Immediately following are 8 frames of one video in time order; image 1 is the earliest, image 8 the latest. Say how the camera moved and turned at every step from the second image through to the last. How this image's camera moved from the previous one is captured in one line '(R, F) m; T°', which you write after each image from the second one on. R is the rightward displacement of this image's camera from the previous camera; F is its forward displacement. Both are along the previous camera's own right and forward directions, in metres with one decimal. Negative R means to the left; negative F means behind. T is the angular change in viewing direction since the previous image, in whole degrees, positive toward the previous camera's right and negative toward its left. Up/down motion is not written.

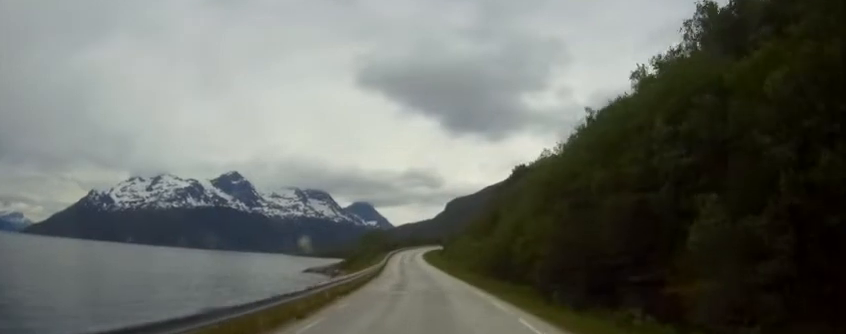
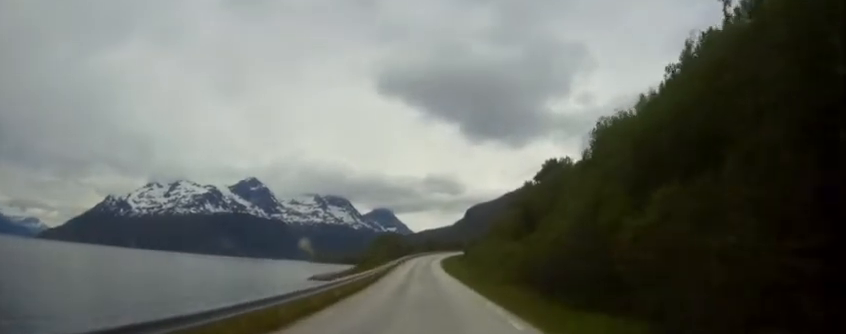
(-0.4, +21.1) m; -1°
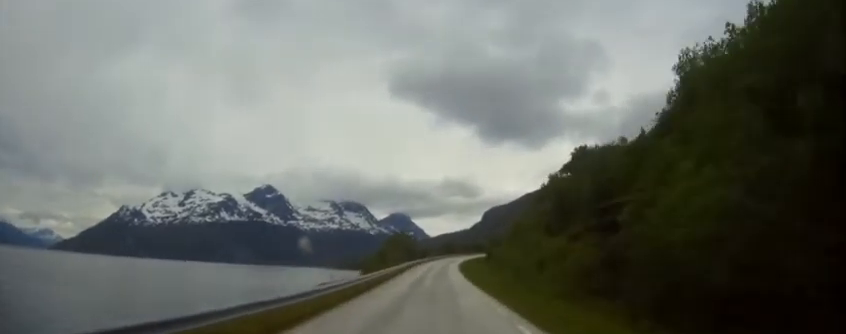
(-0.1, +19.8) m; -1°
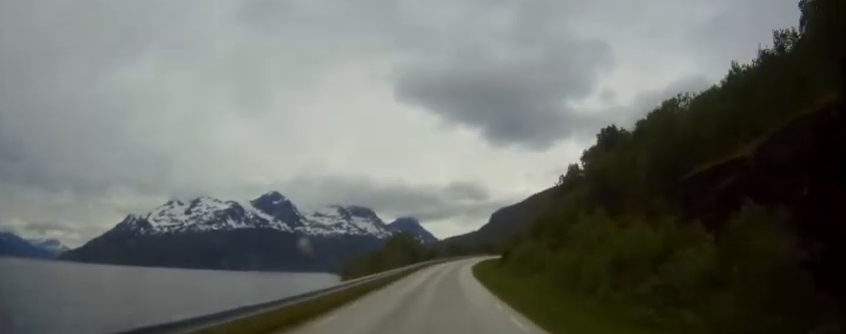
(-0.2, +21.1) m; -1°
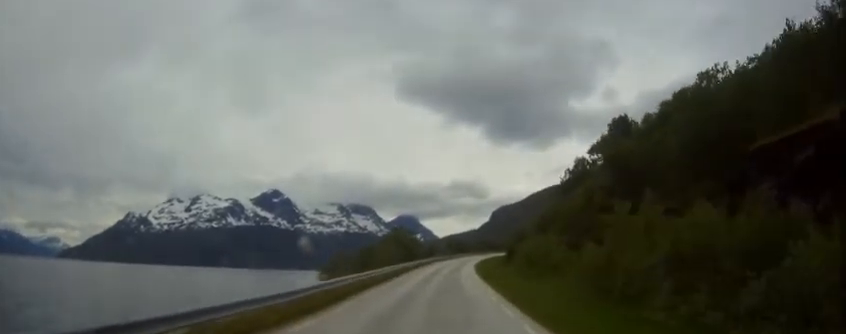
(0.0, +8.6) m; 0°
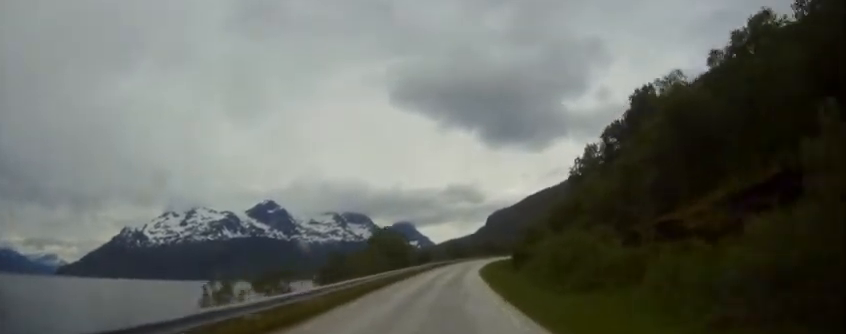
(0.0, +20.5) m; 0°
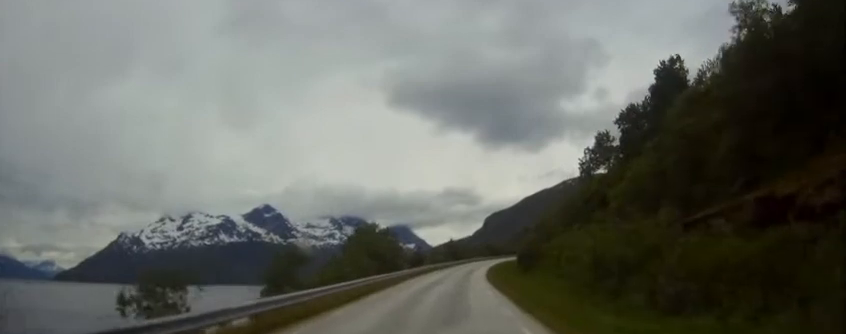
(0.0, +15.2) m; 0°
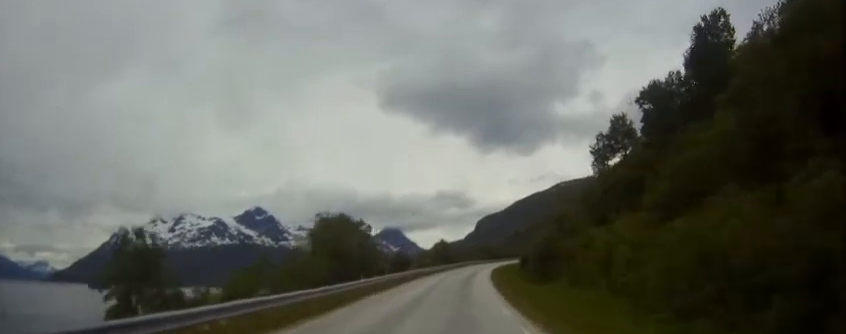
(0.0, +18.5) m; 0°
